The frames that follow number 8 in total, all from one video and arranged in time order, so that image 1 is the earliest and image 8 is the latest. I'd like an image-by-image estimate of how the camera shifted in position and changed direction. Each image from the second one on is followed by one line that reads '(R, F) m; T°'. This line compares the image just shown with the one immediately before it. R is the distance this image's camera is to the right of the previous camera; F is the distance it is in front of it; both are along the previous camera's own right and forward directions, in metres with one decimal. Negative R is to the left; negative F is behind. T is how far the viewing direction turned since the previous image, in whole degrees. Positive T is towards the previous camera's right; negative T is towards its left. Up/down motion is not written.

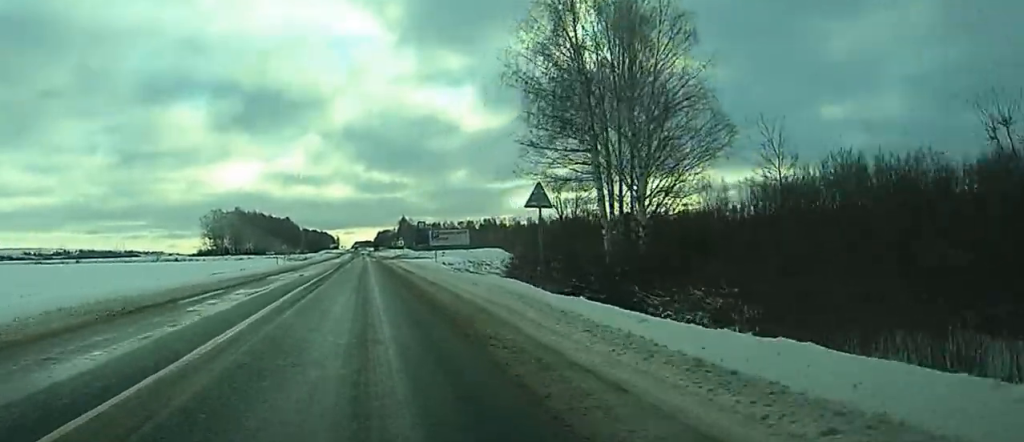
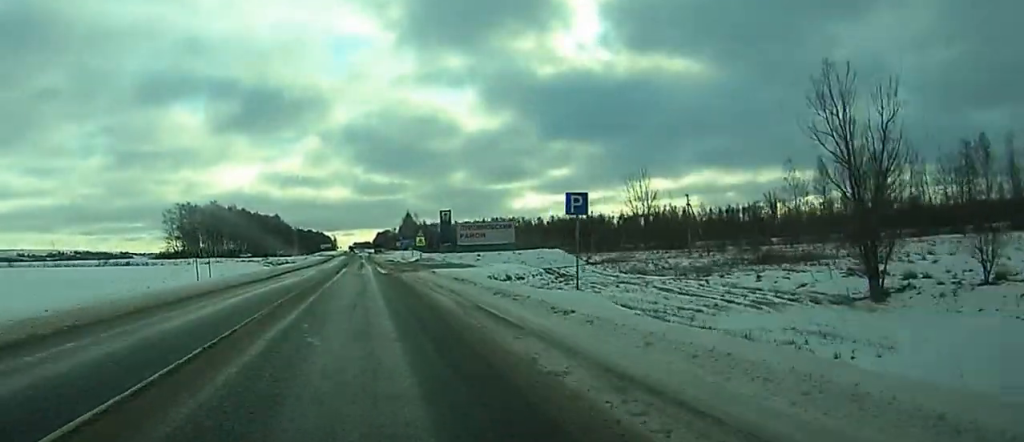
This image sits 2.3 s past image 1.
(+0.3, +54.9) m; +1°
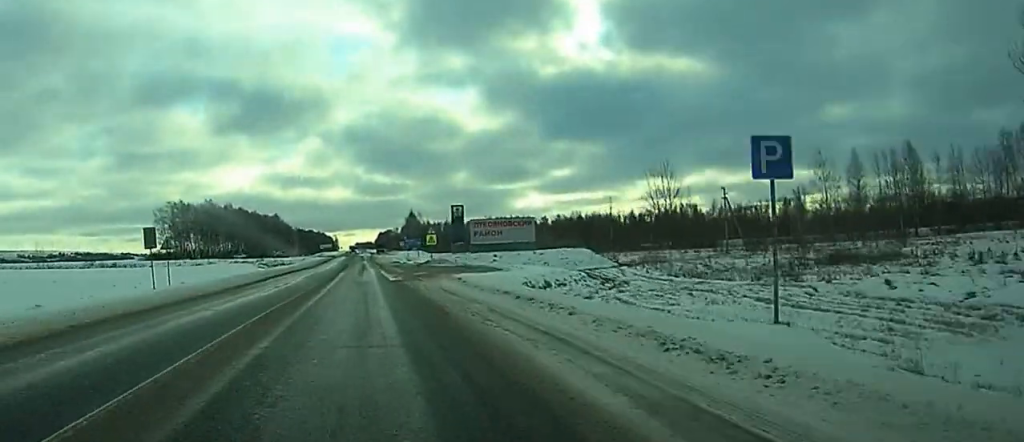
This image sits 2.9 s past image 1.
(+0.1, +13.5) m; 0°
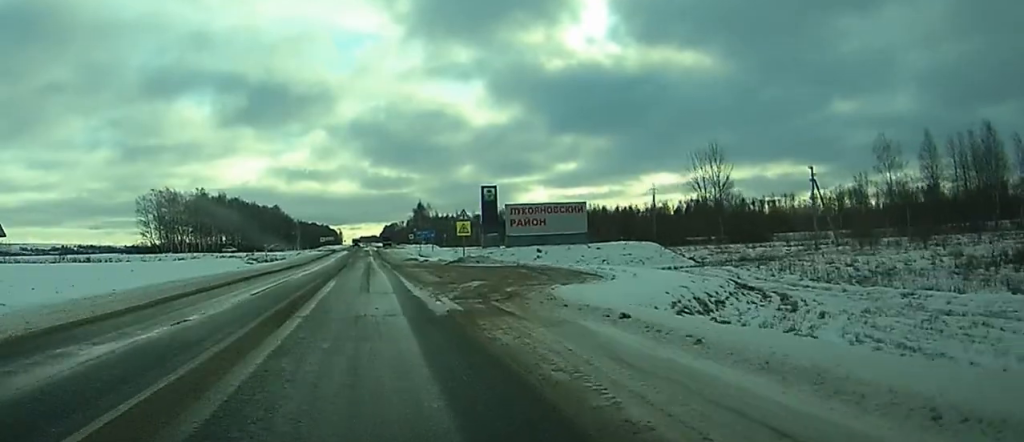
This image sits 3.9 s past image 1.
(-0.1, +23.9) m; +2°
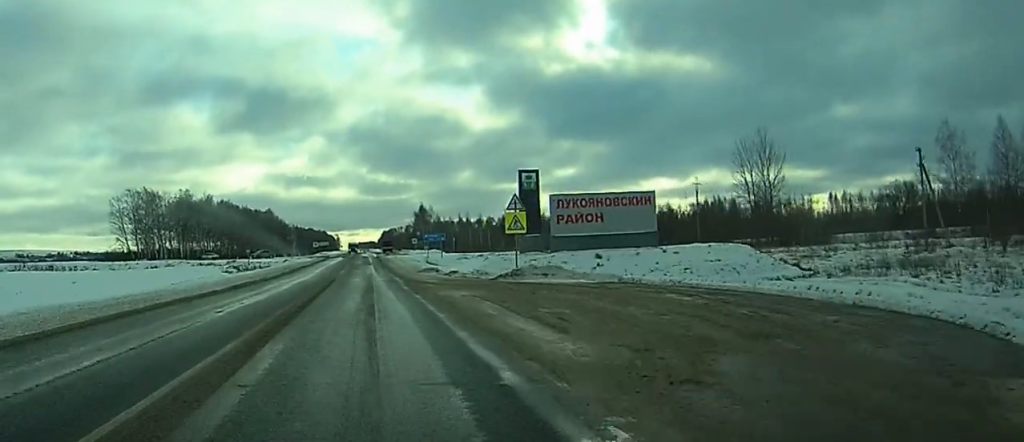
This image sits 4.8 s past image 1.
(+0.8, +21.3) m; -1°
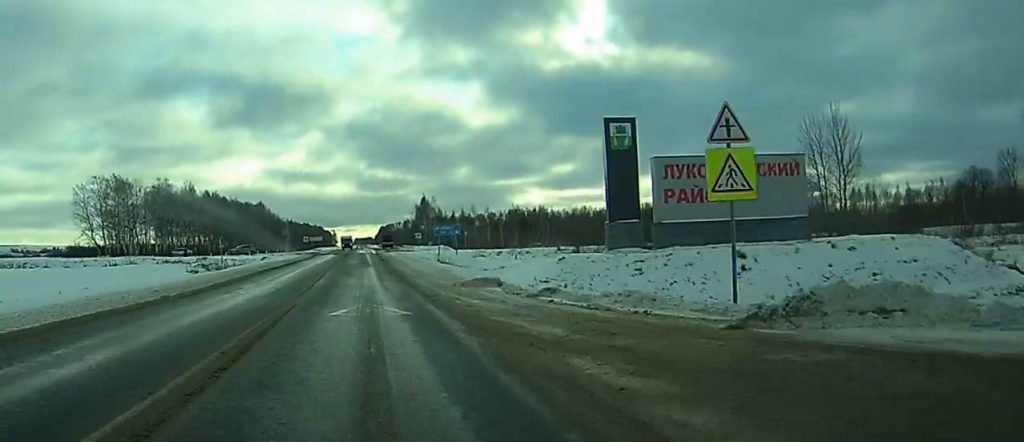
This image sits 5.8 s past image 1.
(-0.9, +23.1) m; -3°
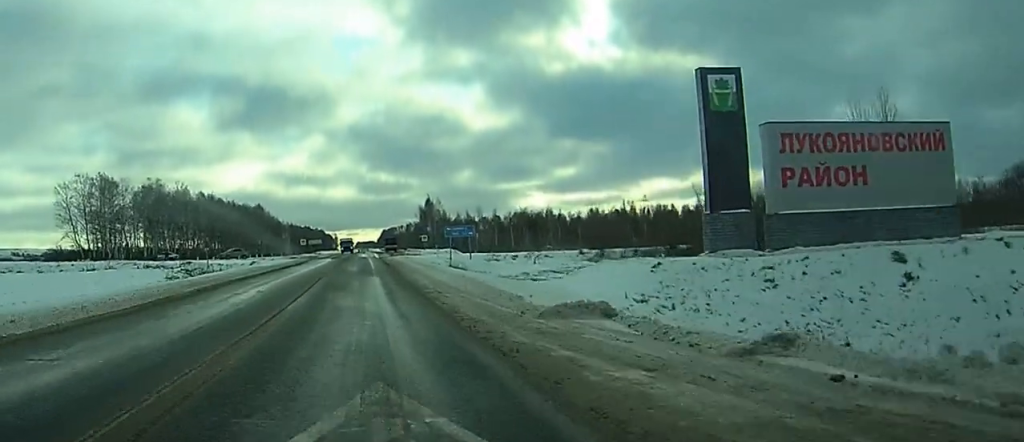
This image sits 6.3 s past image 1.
(-0.1, +11.3) m; 0°
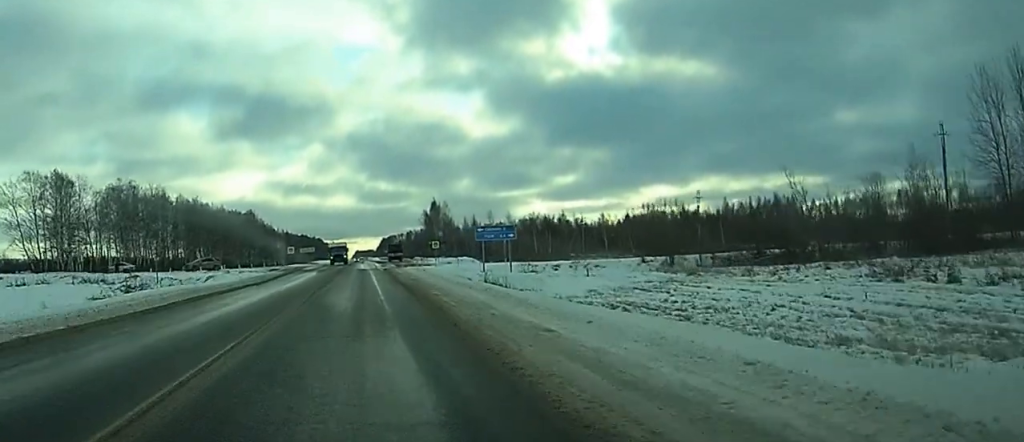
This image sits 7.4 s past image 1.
(+0.2, +24.7) m; +1°
